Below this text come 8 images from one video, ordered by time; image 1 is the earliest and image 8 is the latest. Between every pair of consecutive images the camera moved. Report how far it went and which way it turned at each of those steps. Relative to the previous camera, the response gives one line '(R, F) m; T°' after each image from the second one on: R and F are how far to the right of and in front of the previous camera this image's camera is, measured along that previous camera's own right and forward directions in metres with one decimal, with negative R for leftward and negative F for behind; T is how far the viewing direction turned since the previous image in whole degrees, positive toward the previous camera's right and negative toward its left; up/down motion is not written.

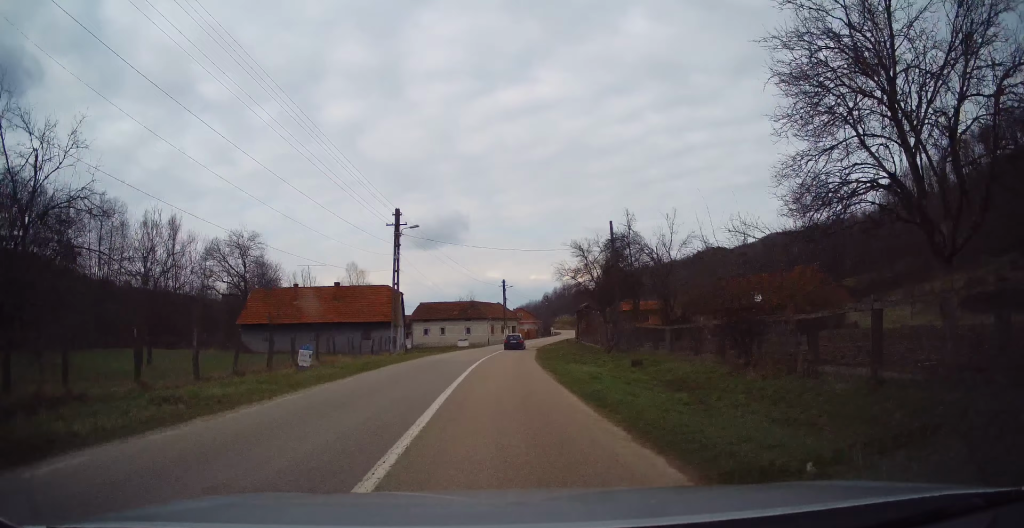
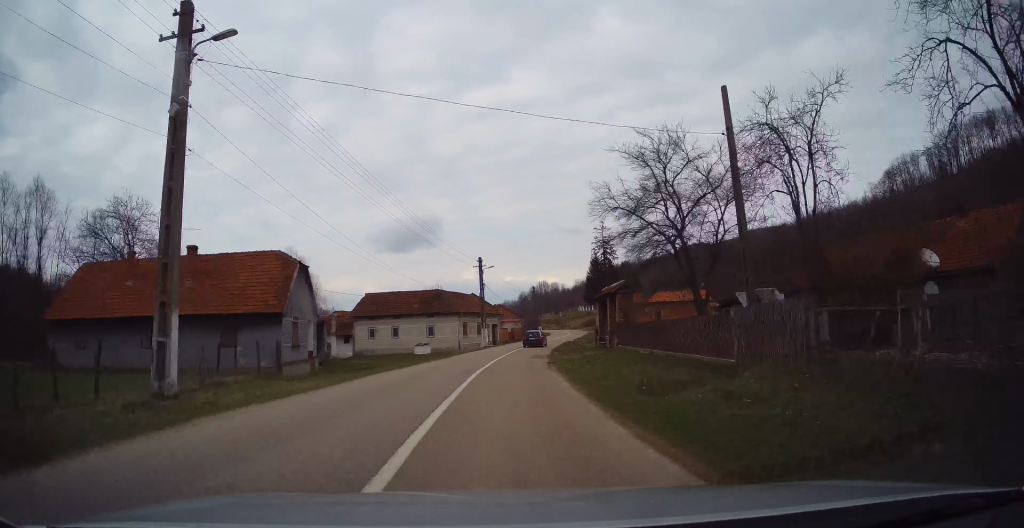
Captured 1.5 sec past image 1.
(+0.5, +22.1) m; +4°
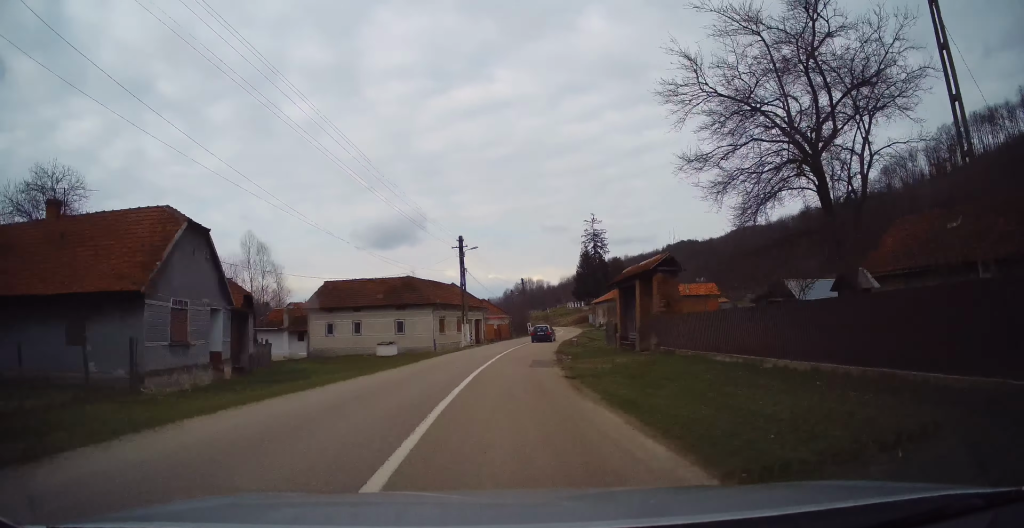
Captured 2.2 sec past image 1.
(+0.2, +9.7) m; +2°
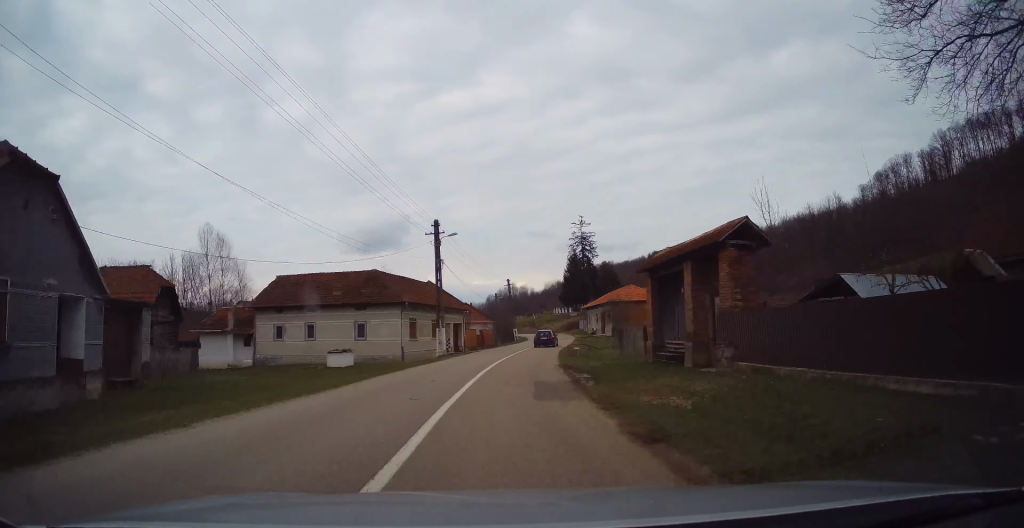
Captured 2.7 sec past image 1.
(+0.1, +7.8) m; +1°
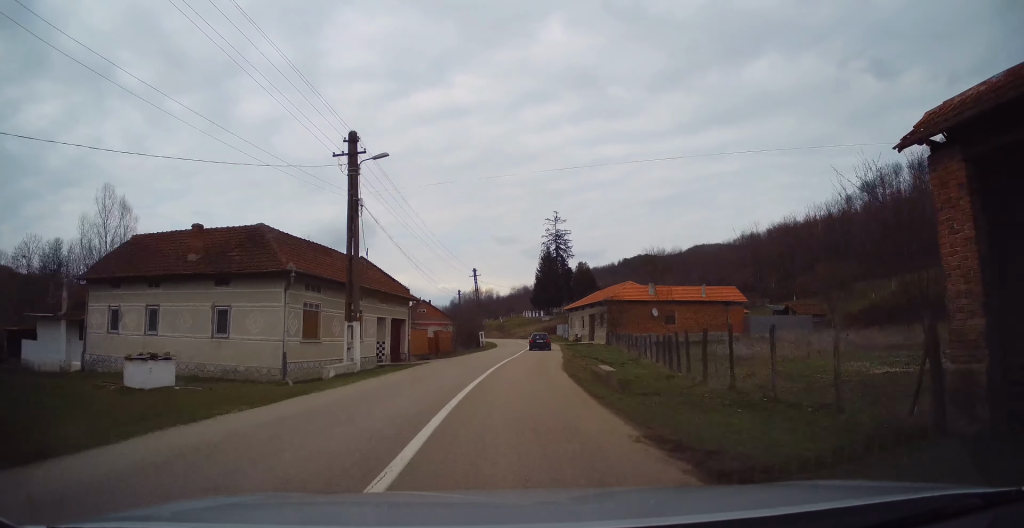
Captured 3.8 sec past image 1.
(+0.3, +15.2) m; +2°
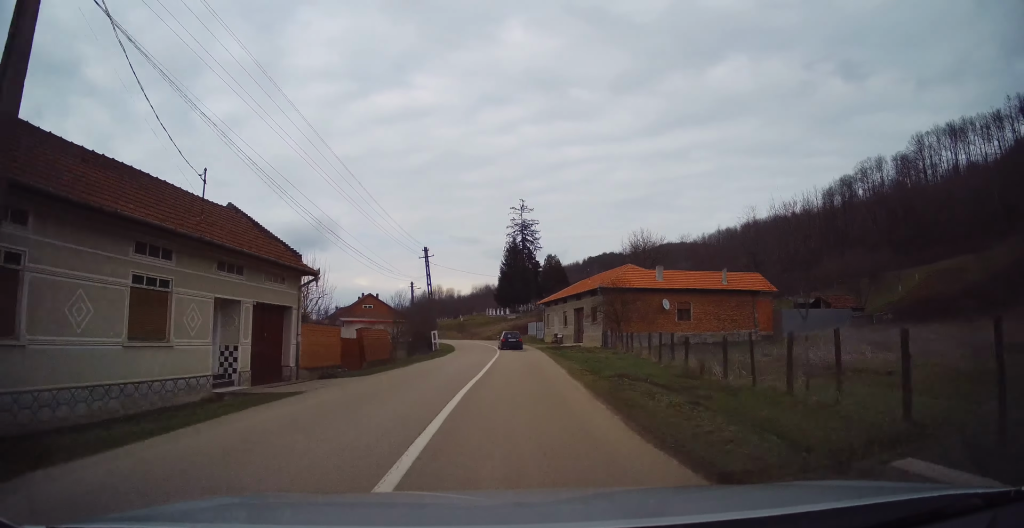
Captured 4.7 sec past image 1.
(+0.1, +14.1) m; +3°
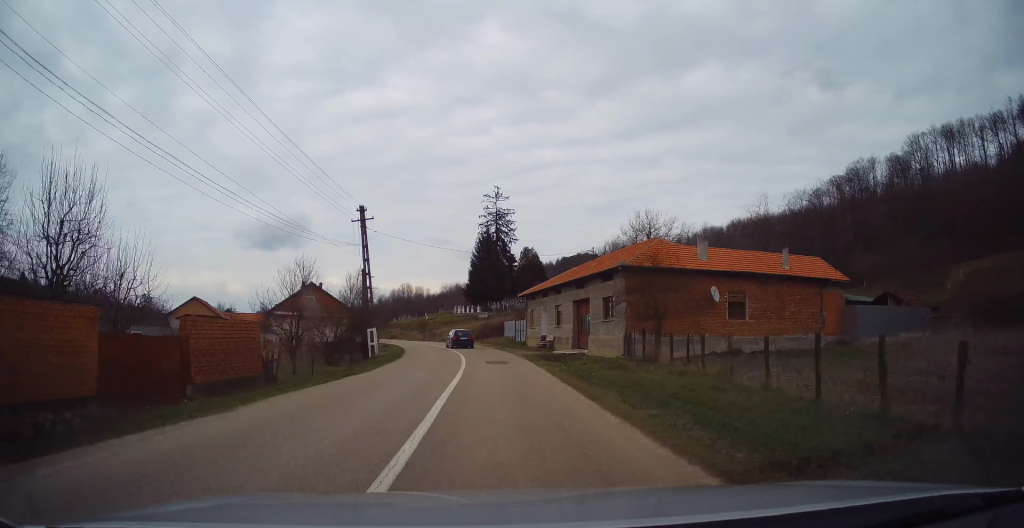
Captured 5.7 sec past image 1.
(+0.7, +14.1) m; +5°
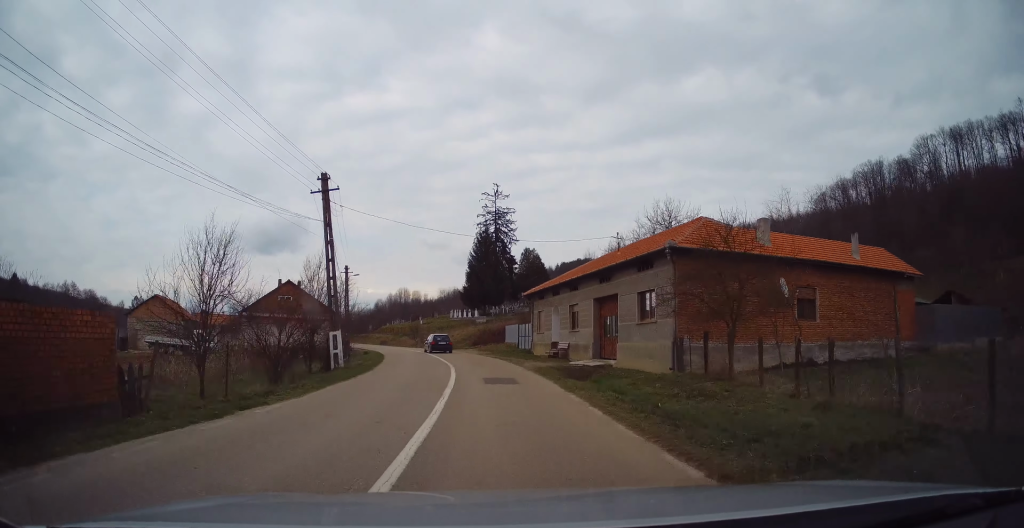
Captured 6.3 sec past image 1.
(+0.2, +7.3) m; +1°
